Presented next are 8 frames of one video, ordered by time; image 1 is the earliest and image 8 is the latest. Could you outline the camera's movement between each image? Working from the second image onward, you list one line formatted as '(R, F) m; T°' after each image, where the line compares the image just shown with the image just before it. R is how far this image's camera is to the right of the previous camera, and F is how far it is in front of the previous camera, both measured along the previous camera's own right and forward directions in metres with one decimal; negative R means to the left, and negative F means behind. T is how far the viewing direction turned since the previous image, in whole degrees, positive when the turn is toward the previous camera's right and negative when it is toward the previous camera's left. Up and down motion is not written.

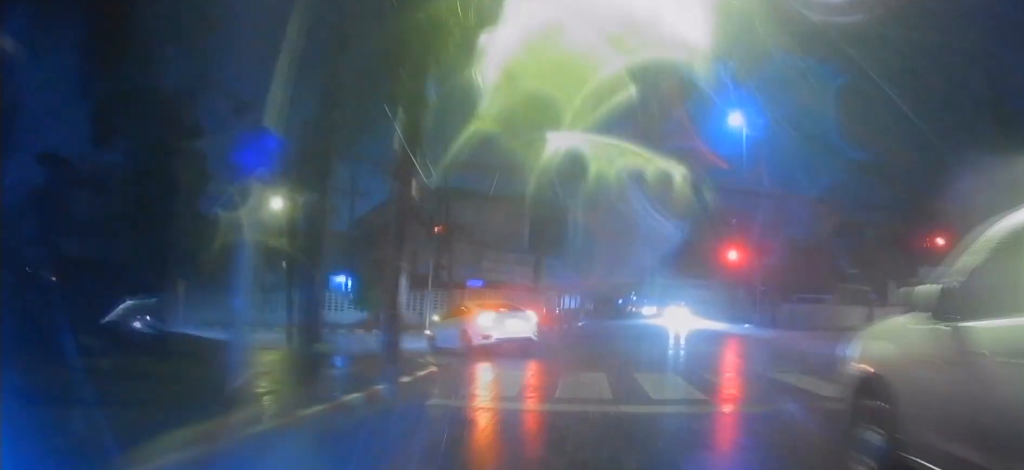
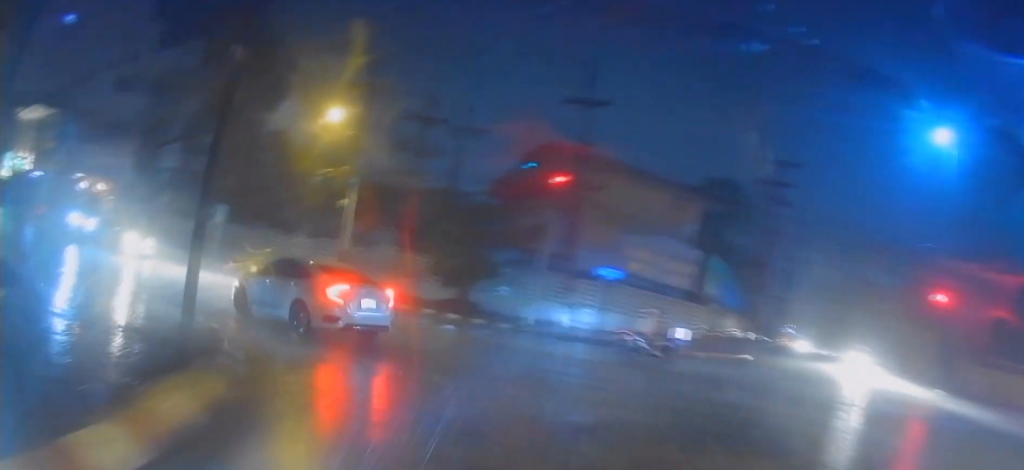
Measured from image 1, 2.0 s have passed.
(-1.5, +10.9) m; -21°
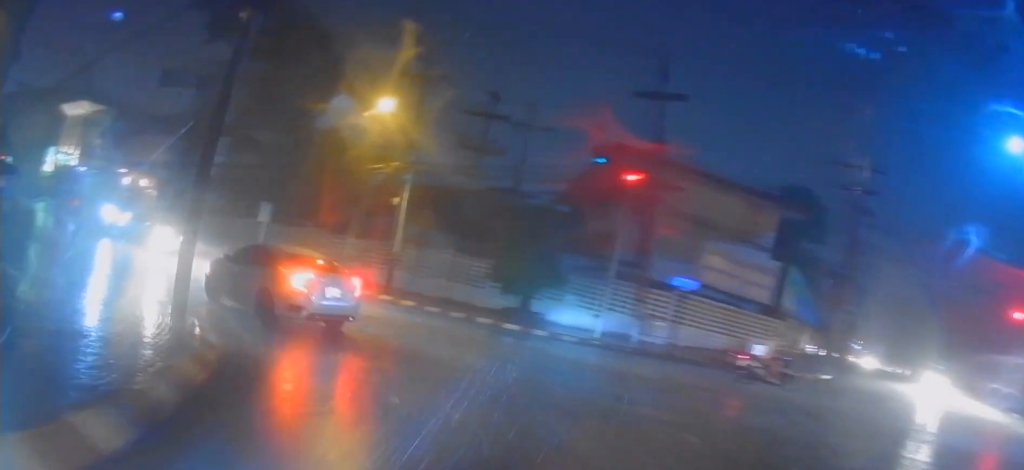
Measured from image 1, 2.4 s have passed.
(-0.1, +2.3) m; -7°
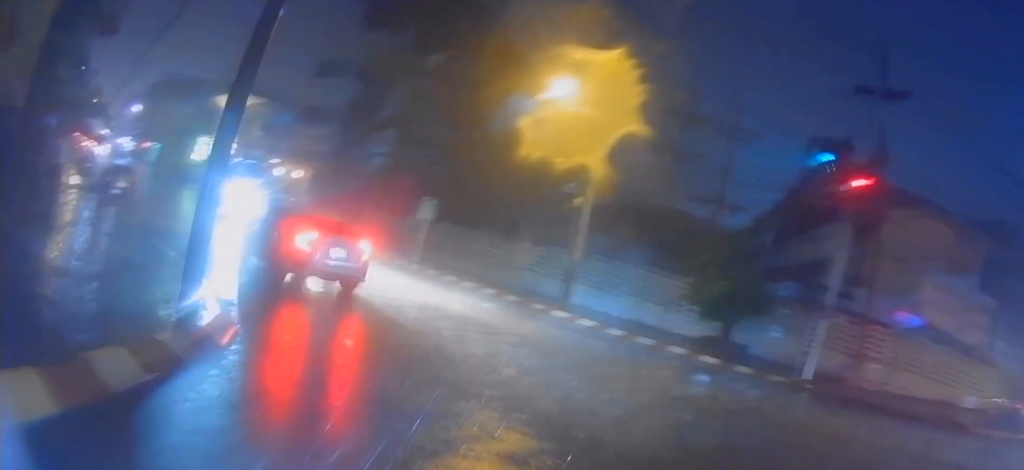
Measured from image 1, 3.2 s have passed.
(-0.2, +4.2) m; -16°
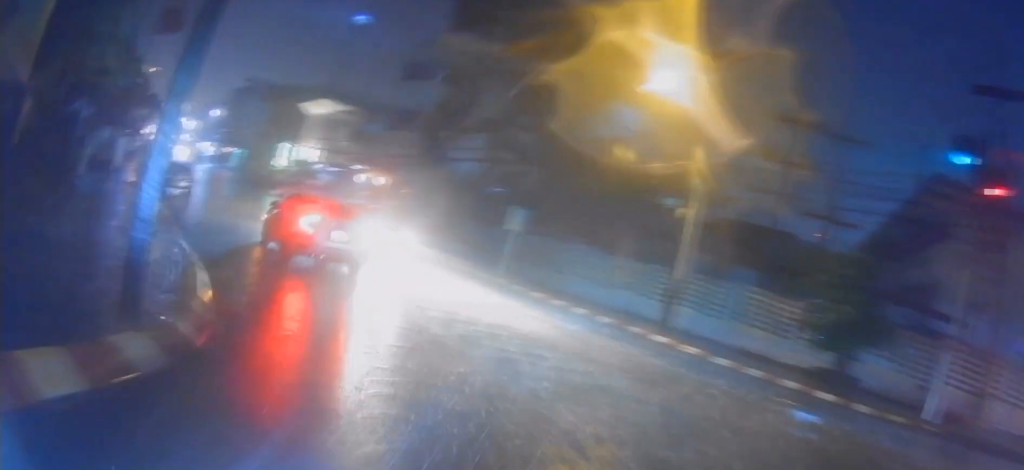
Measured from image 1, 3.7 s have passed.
(-0.6, +2.3) m; -9°
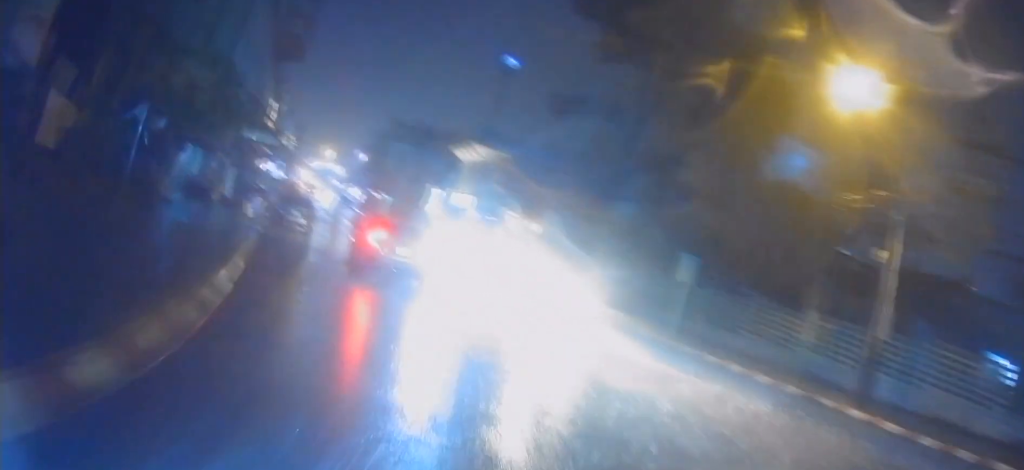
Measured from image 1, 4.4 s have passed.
(-0.4, +3.2) m; -14°
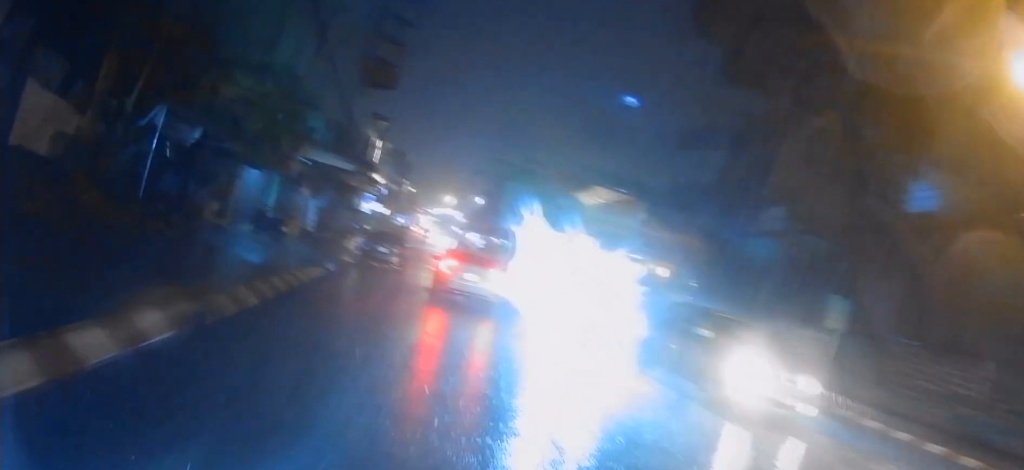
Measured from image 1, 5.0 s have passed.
(0.0, +2.7) m; -15°
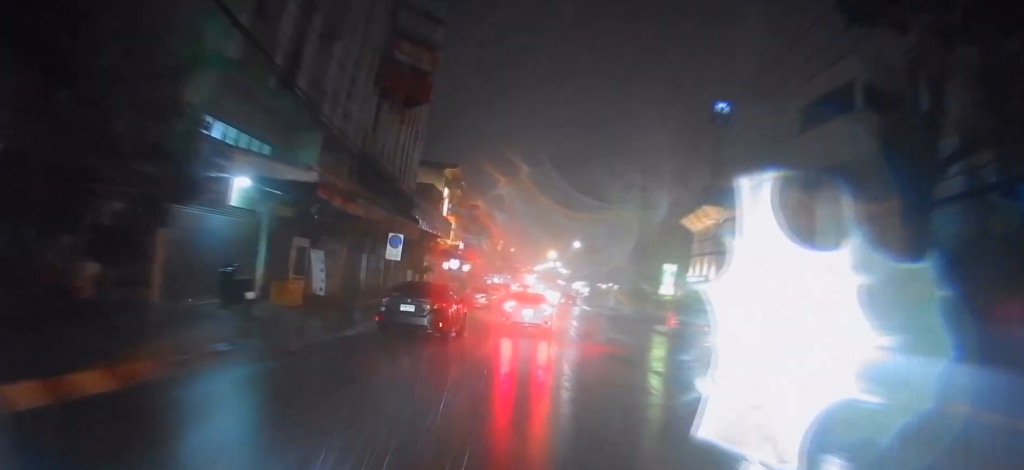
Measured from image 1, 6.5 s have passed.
(-1.9, +5.6) m; -20°
